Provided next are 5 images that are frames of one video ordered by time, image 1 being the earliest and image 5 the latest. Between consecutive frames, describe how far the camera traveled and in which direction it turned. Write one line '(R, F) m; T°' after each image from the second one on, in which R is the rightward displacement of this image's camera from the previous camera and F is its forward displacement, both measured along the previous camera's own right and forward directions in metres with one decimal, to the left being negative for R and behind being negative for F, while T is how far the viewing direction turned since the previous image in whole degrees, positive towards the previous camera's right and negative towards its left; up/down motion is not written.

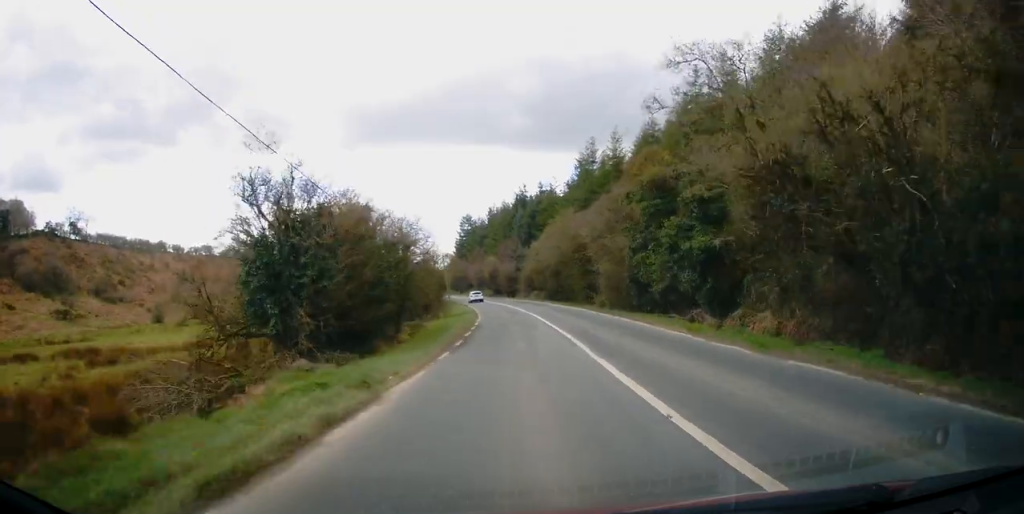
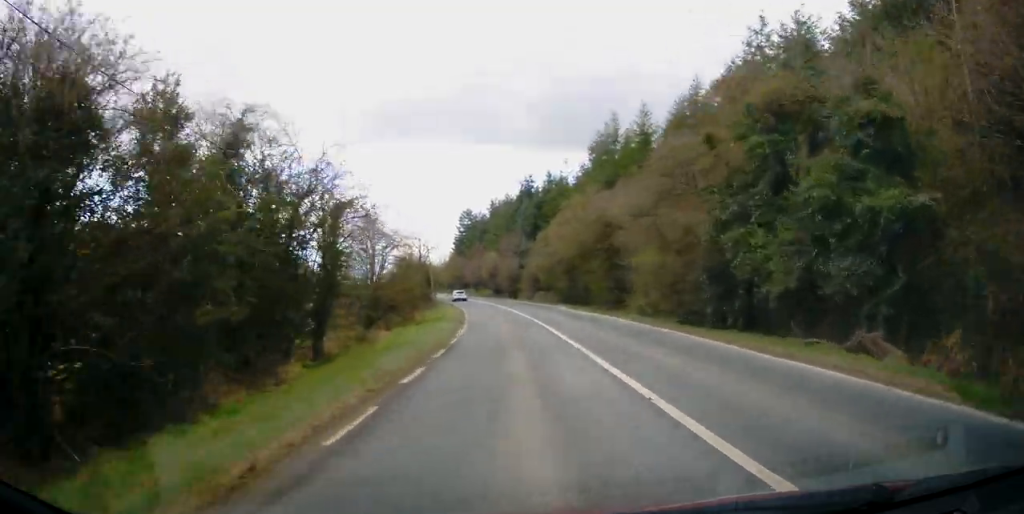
(+0.1, +12.3) m; 0°
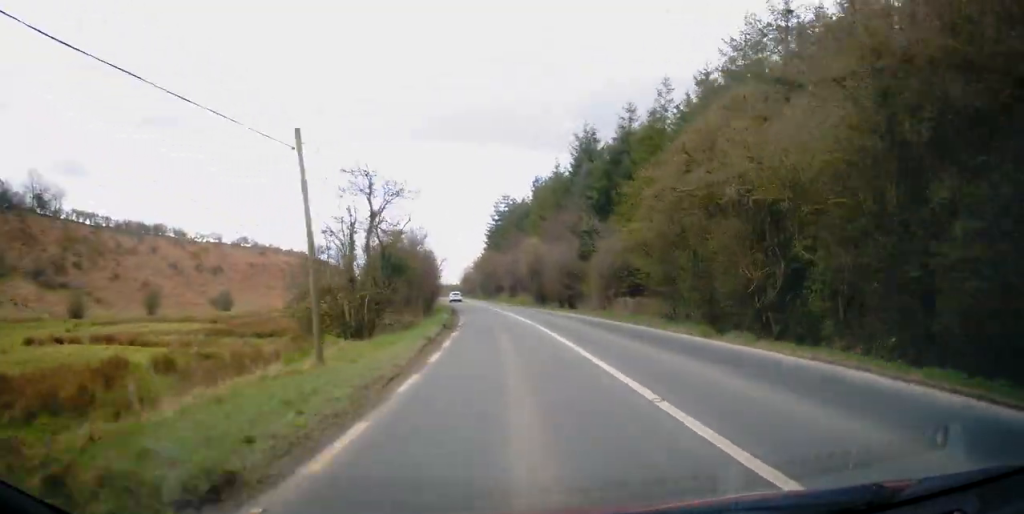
(-0.7, +33.1) m; -3°
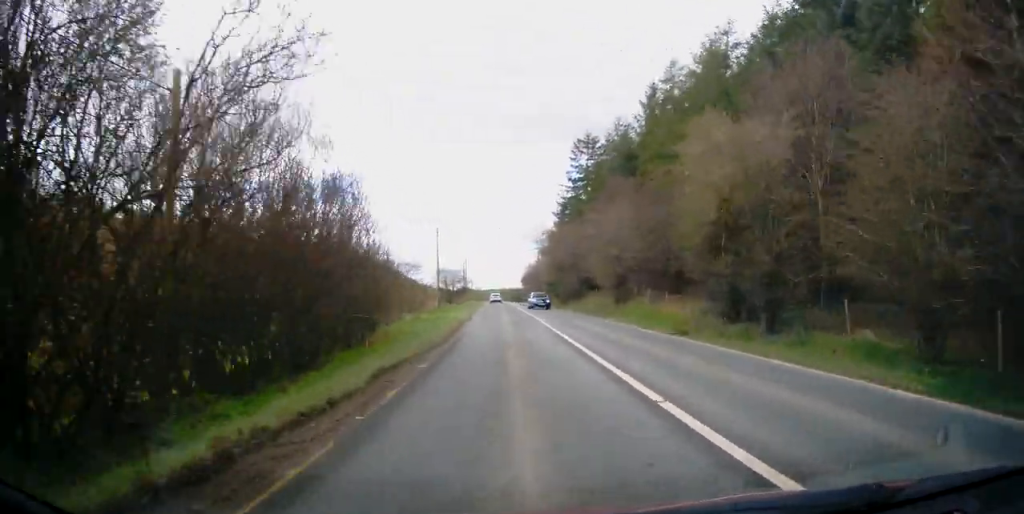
(-1.5, +45.3) m; -5°
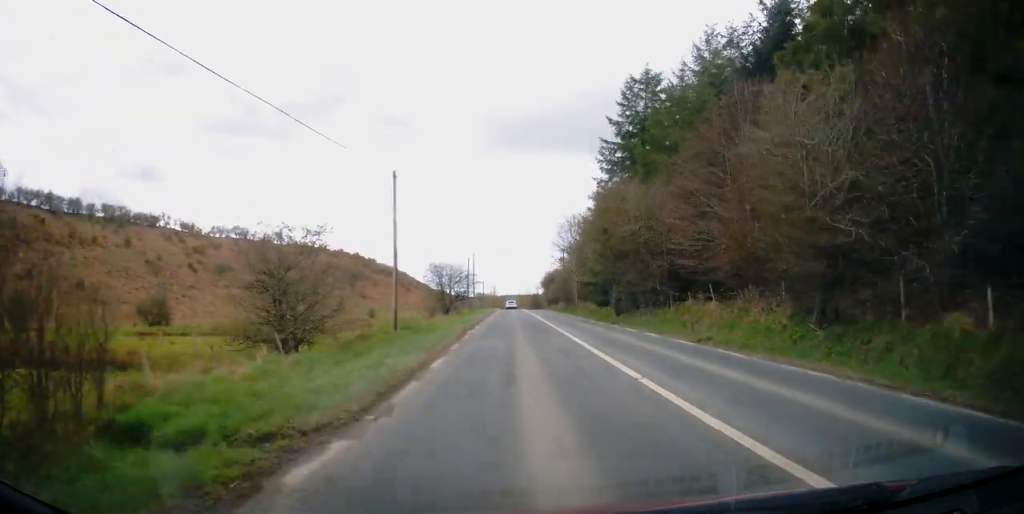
(-0.9, +23.9) m; -2°
